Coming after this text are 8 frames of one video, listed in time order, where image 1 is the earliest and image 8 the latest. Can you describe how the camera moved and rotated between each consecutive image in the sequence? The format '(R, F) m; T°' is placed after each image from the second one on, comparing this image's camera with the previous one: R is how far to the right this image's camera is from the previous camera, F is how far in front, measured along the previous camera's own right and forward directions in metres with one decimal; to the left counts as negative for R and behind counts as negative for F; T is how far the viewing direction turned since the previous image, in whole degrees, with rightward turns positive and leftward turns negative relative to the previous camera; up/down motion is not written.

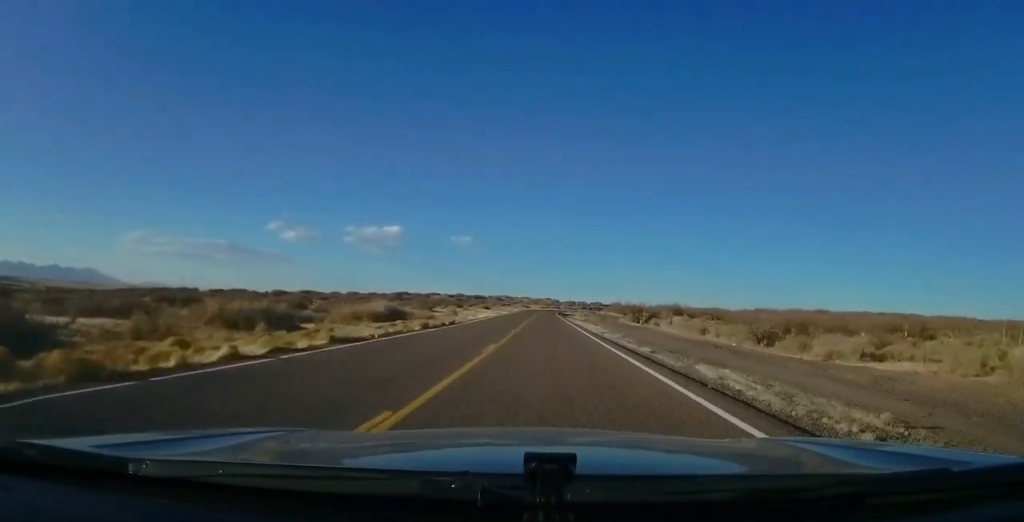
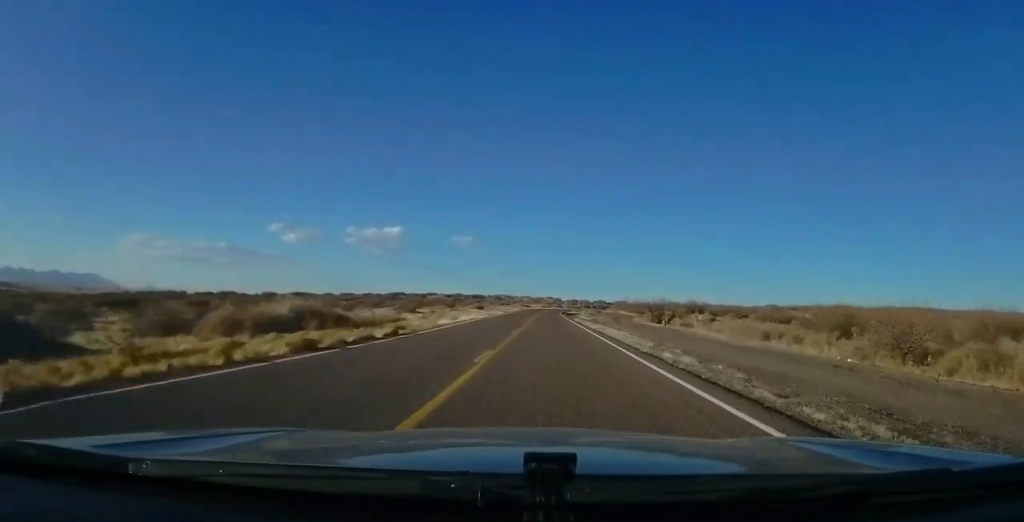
(0.0, +15.5) m; 0°
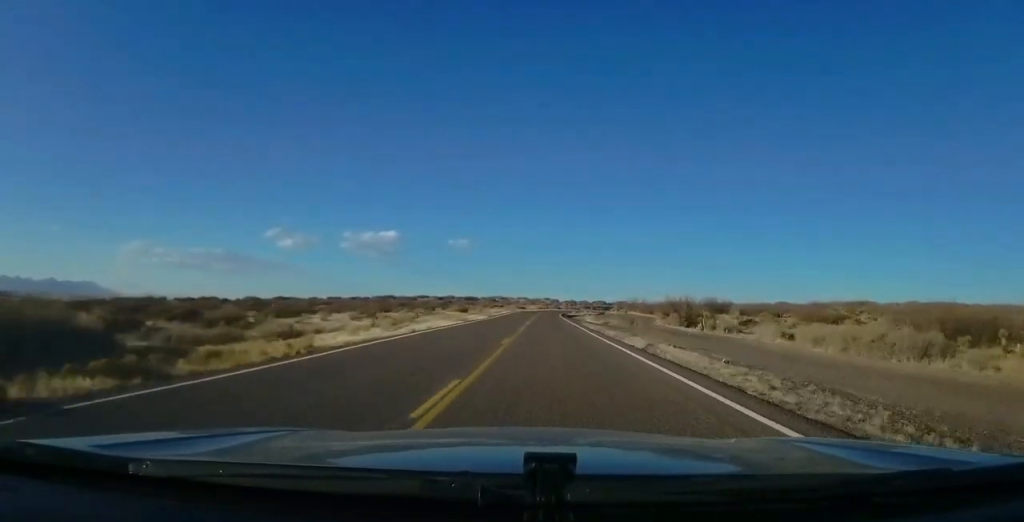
(0.0, +18.5) m; +1°
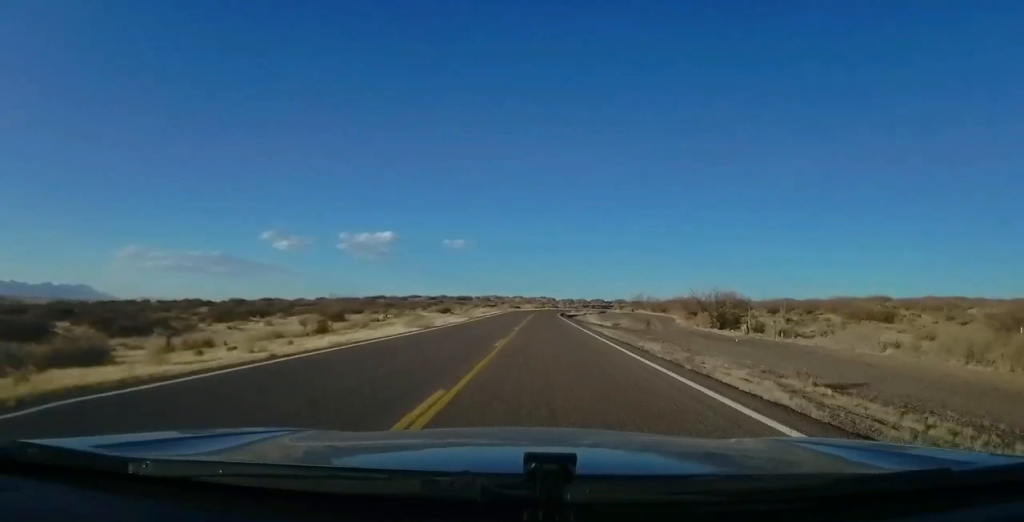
(-0.2, +13.6) m; +1°
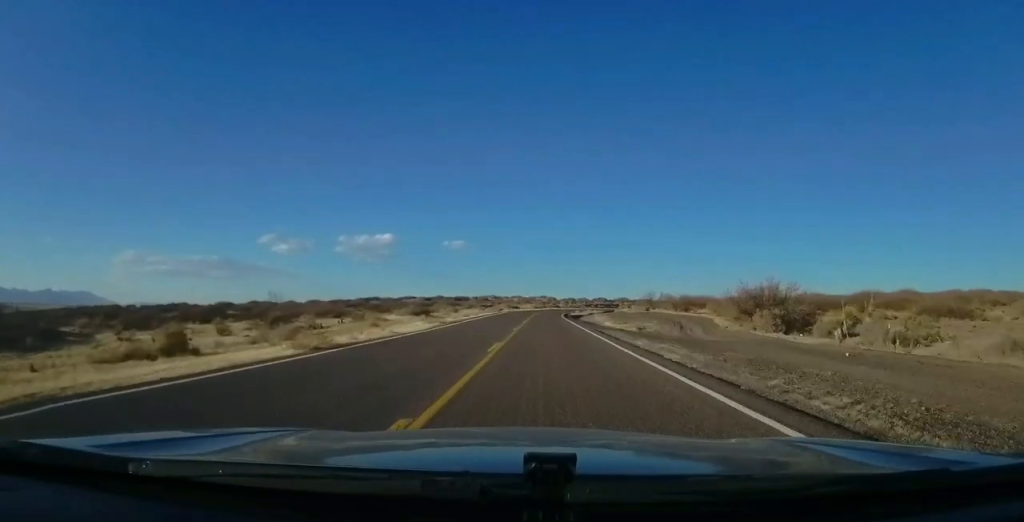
(+0.4, +14.6) m; +1°
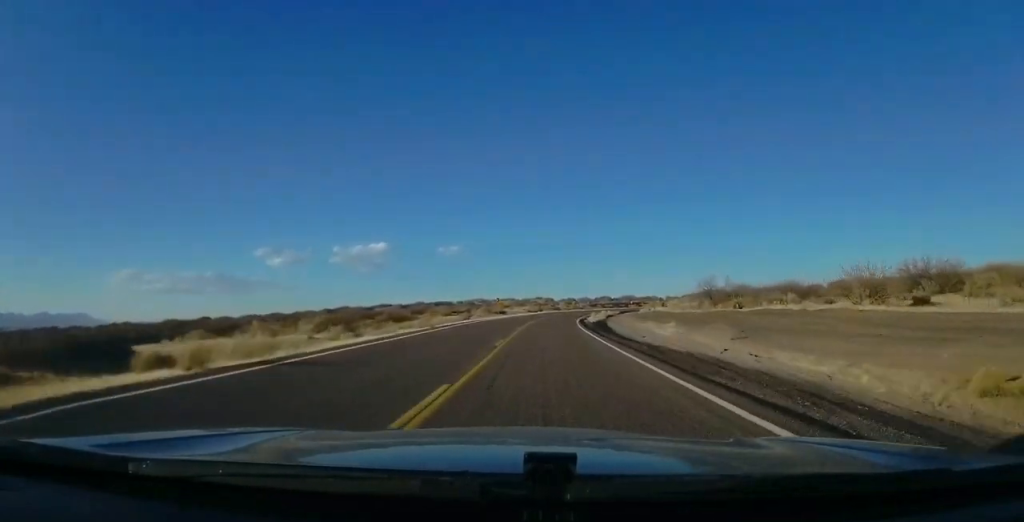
(+0.5, +47.5) m; 0°
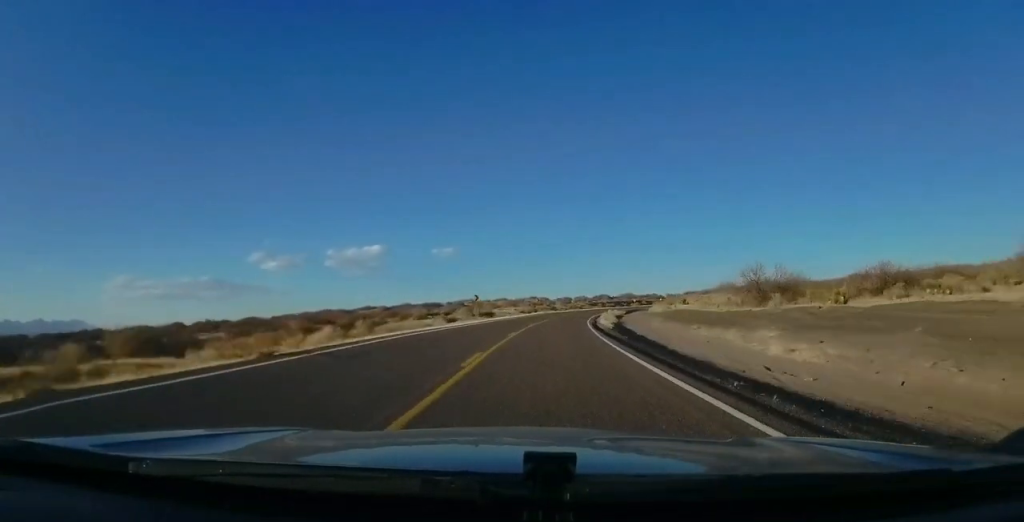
(-0.1, +19.2) m; +2°
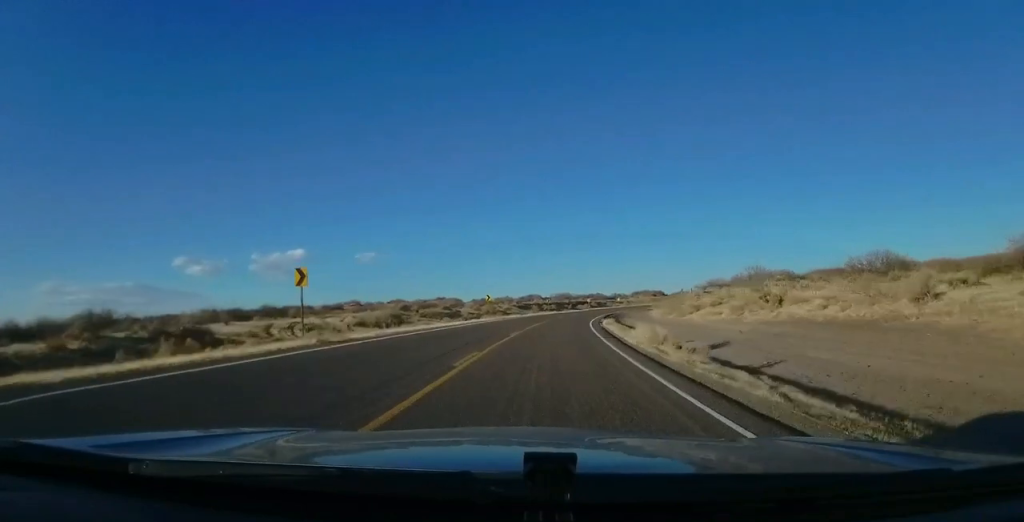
(+4.3, +74.6) m; +8°
